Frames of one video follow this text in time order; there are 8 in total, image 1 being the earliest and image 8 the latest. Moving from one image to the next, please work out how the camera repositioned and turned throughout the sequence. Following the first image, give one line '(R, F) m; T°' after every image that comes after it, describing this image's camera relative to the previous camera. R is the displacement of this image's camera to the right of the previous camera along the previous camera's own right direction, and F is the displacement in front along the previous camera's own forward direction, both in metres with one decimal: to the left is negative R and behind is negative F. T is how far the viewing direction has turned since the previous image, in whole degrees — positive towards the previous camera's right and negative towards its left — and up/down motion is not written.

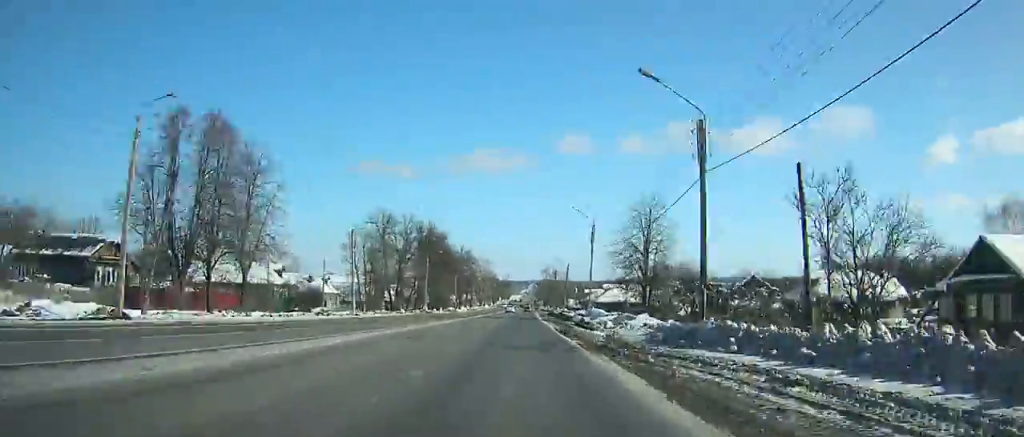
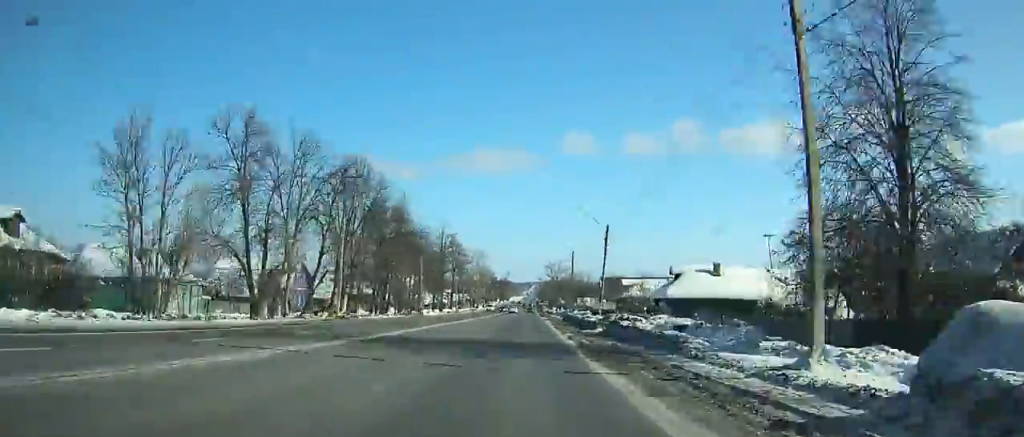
(-0.2, +41.9) m; 0°
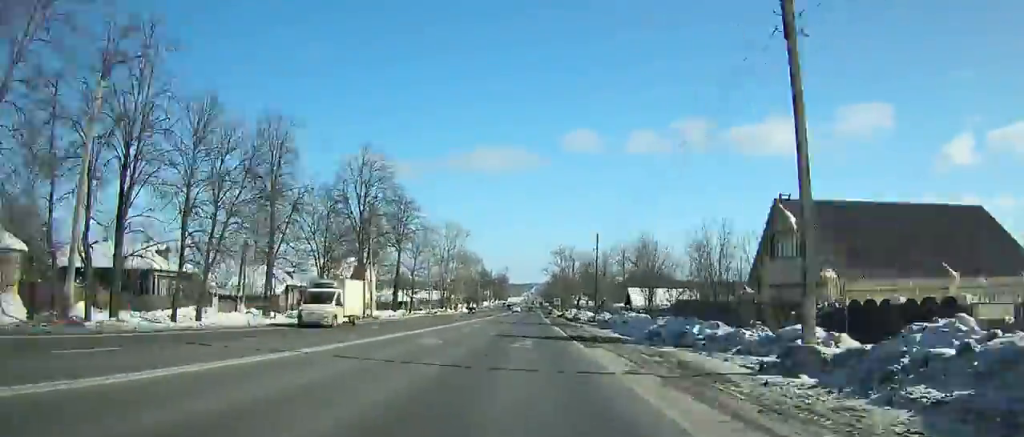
(-0.3, +65.2) m; 0°
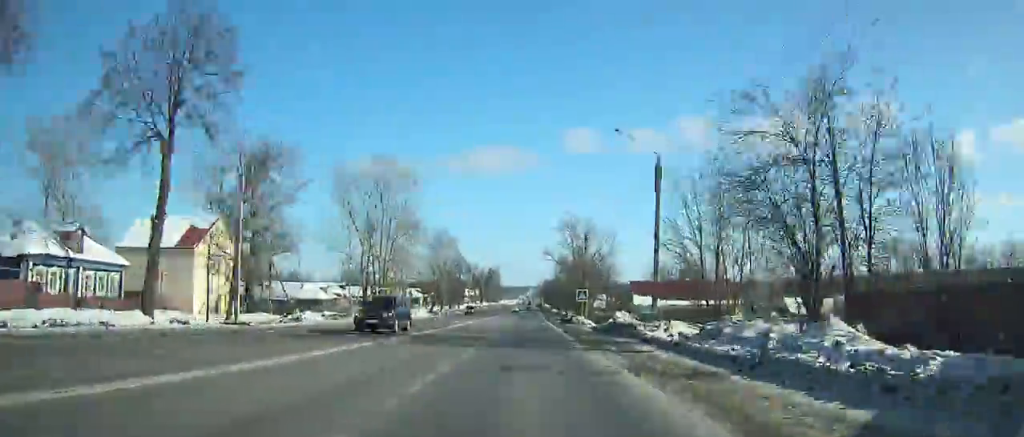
(+0.1, +56.5) m; 0°
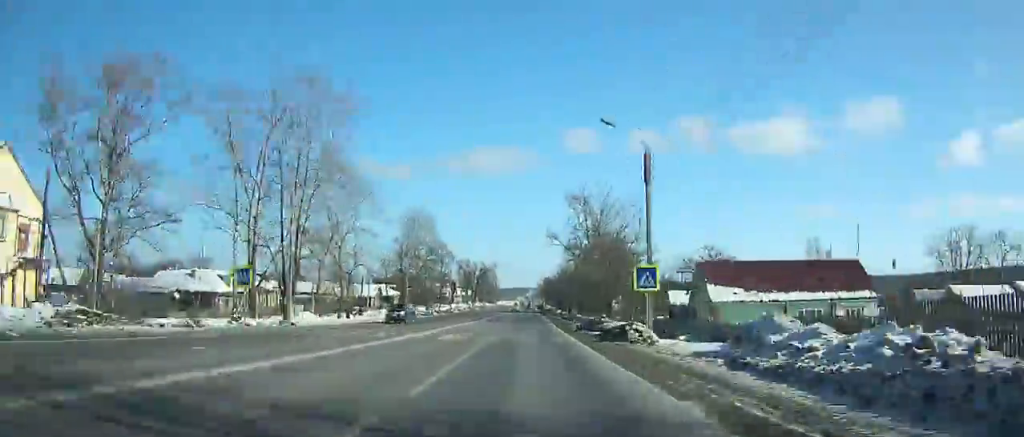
(+0.1, +27.0) m; -1°
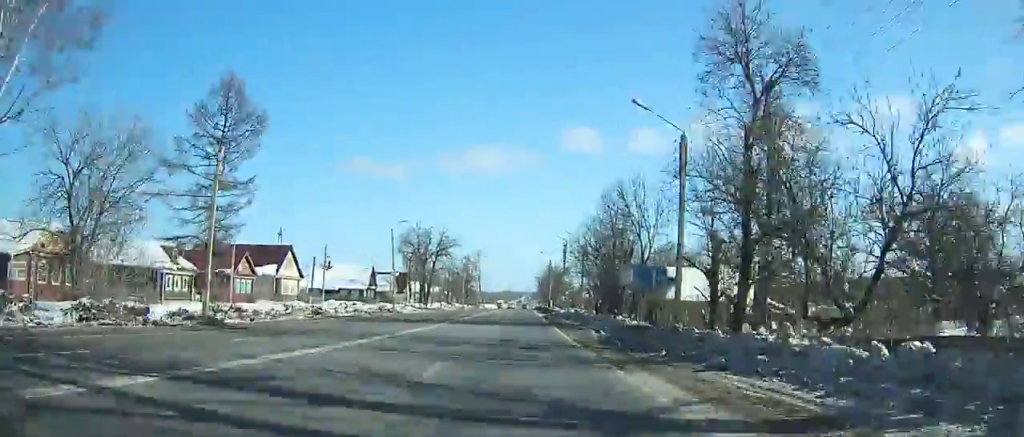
(-2.0, +75.7) m; +1°
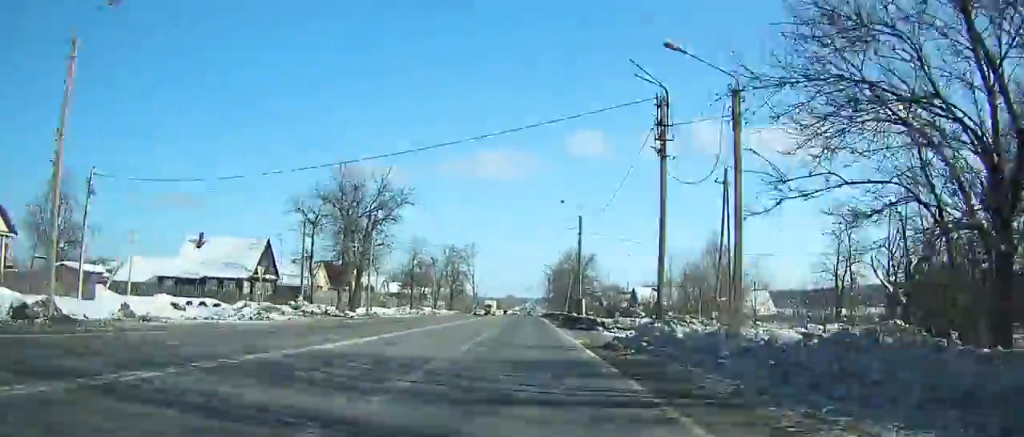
(+2.1, +51.9) m; +2°
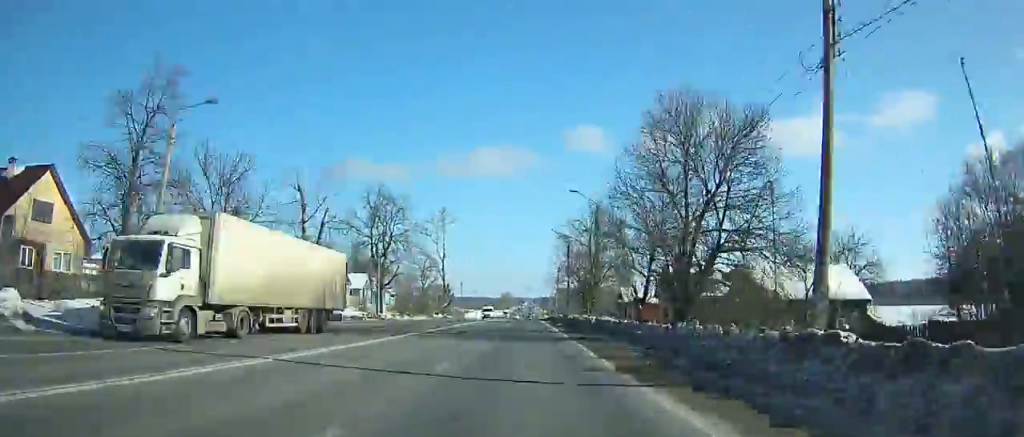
(+1.0, +80.0) m; 0°
